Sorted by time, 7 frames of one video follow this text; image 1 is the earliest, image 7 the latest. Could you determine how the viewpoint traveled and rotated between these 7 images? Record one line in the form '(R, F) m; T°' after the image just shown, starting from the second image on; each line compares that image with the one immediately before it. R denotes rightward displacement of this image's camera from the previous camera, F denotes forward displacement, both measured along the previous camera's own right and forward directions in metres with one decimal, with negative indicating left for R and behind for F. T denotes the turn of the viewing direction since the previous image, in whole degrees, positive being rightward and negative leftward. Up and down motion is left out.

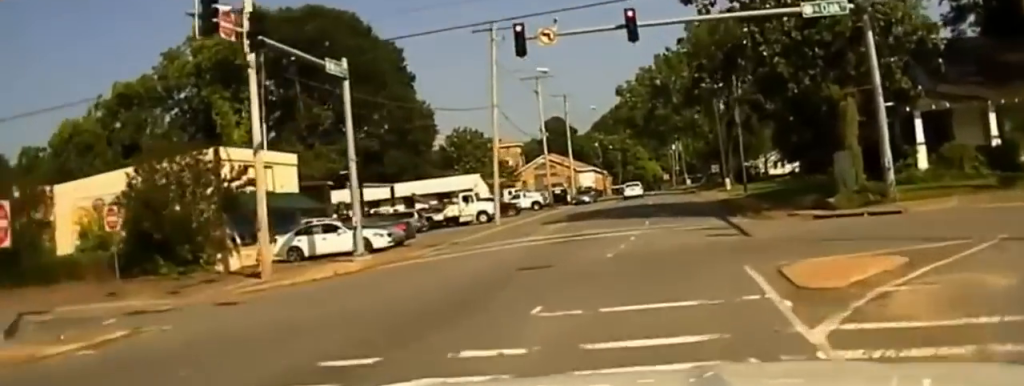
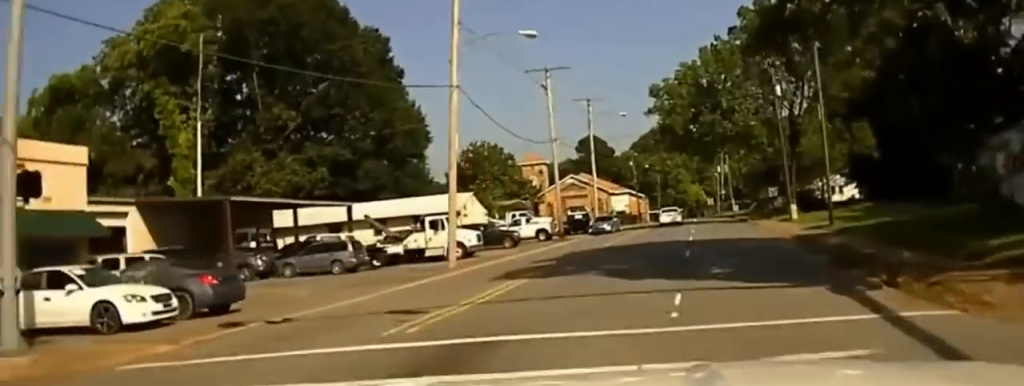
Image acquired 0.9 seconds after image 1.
(0.0, +19.3) m; 0°
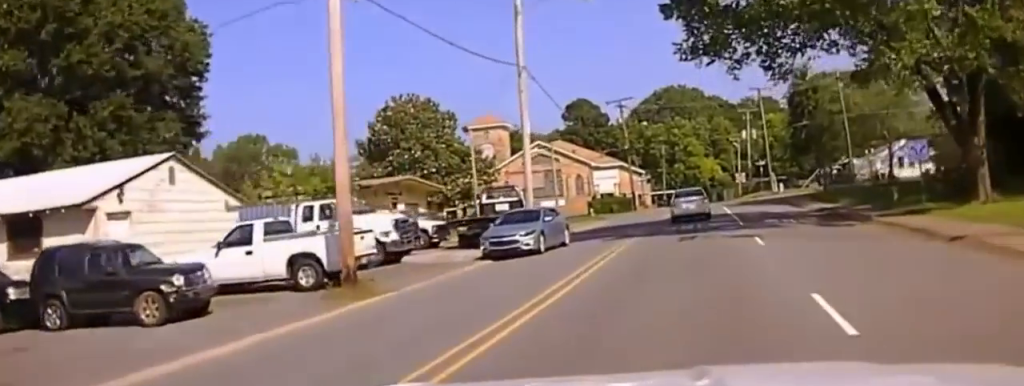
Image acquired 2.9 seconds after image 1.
(0.0, +41.6) m; 0°
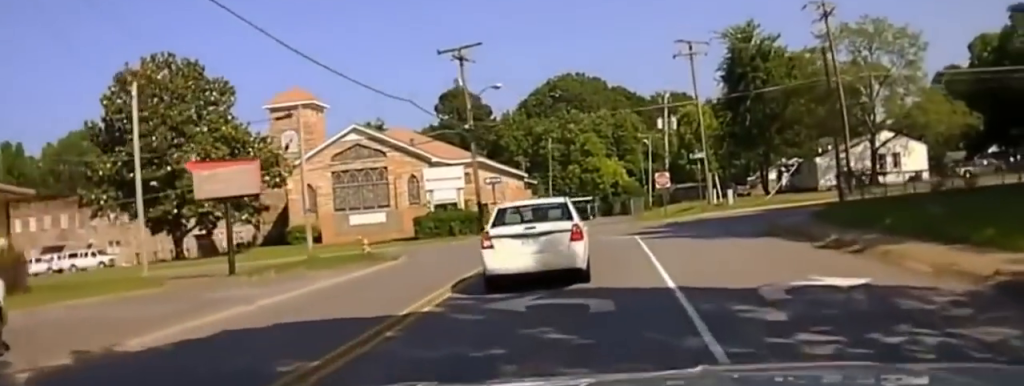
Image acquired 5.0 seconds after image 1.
(+0.2, +29.1) m; +2°
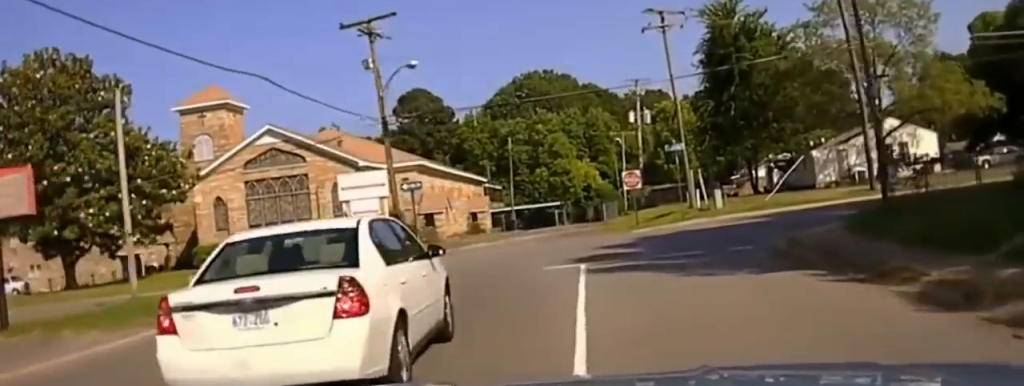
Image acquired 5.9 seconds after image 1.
(+0.1, +8.7) m; +3°
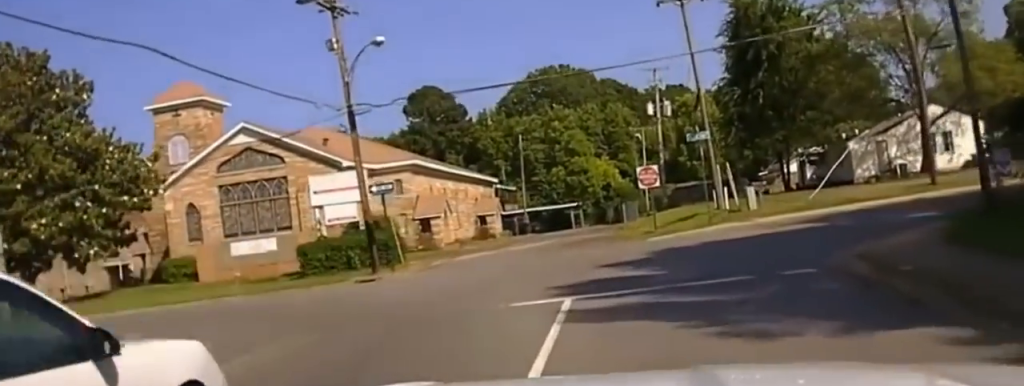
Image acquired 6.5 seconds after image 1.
(+0.2, +5.6) m; -2°
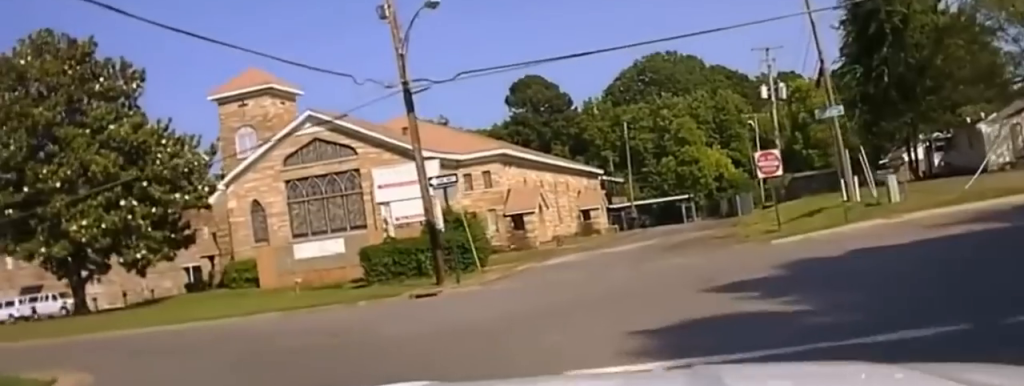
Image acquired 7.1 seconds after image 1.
(-0.1, +5.9) m; -7°
